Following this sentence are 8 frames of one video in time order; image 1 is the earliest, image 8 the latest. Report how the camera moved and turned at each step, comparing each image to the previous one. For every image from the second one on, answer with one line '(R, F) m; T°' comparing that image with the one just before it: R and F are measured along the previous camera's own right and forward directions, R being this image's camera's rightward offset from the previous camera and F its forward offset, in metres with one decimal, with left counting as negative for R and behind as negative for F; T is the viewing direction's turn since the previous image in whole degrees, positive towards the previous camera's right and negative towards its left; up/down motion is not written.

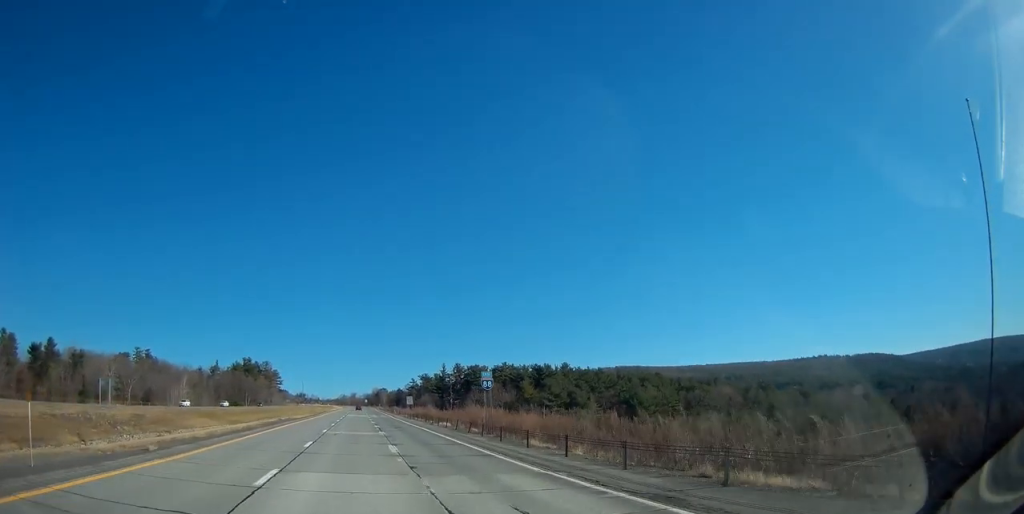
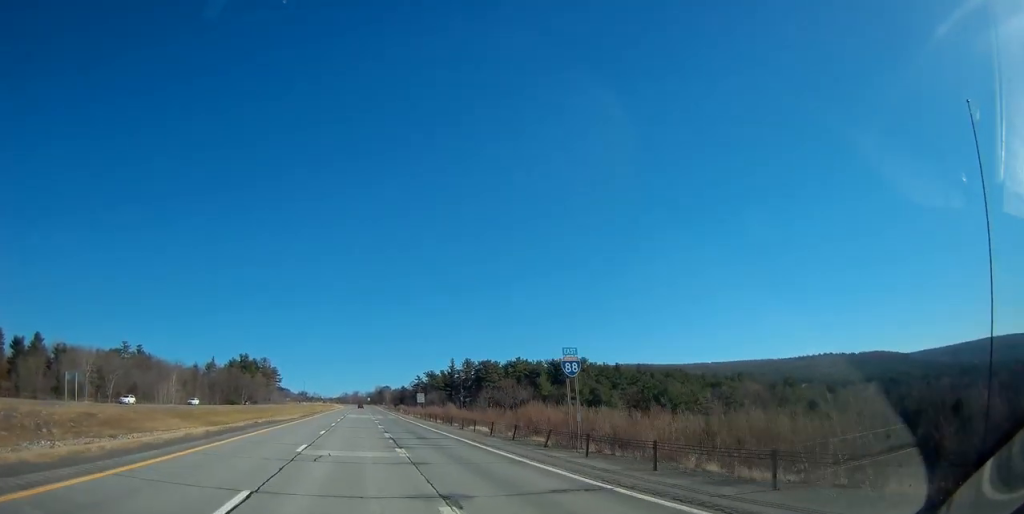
(0.0, +15.9) m; 0°
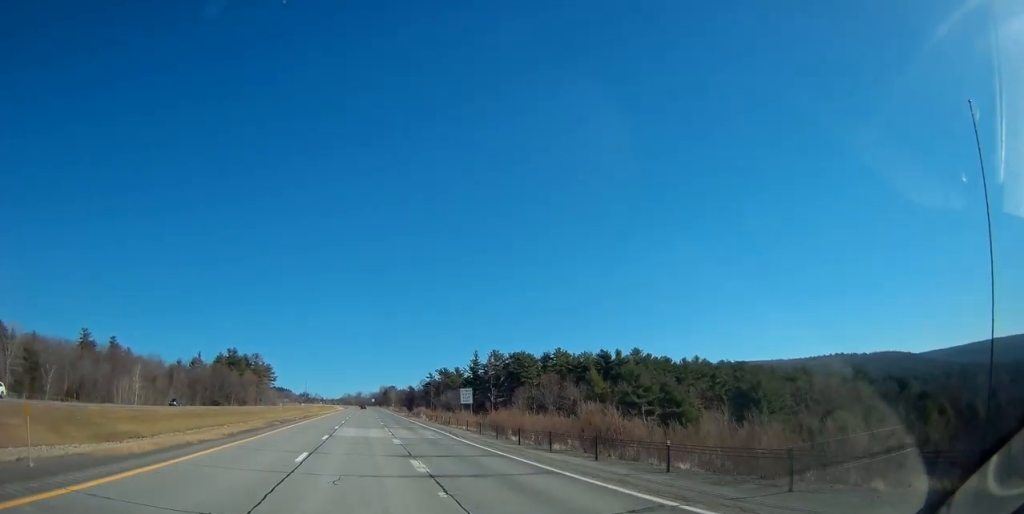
(-0.1, +38.6) m; 0°
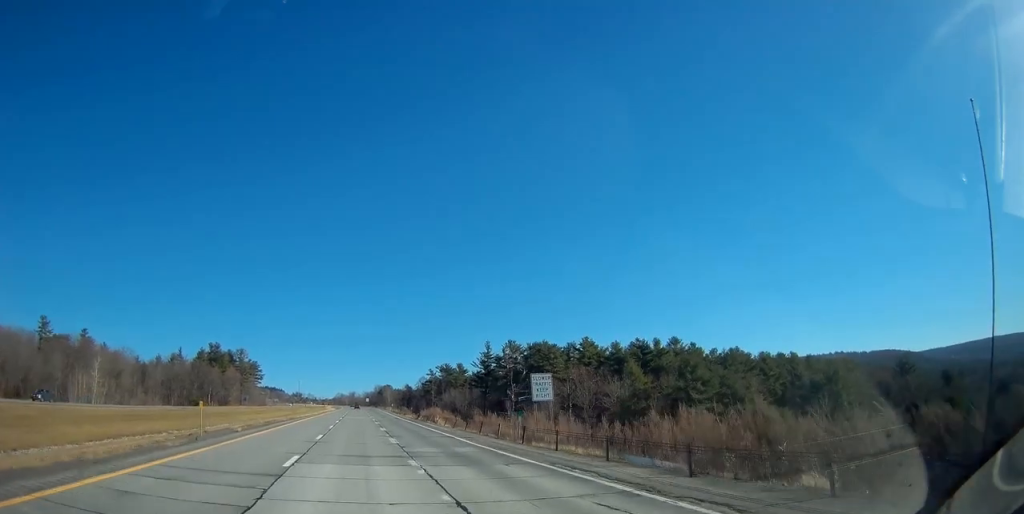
(0.0, +26.1) m; 0°
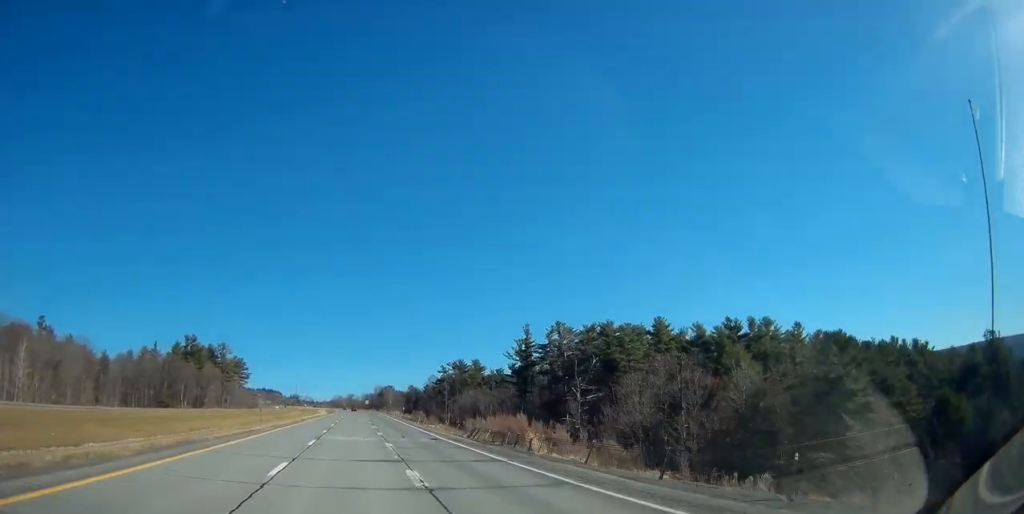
(0.0, +37.4) m; 0°
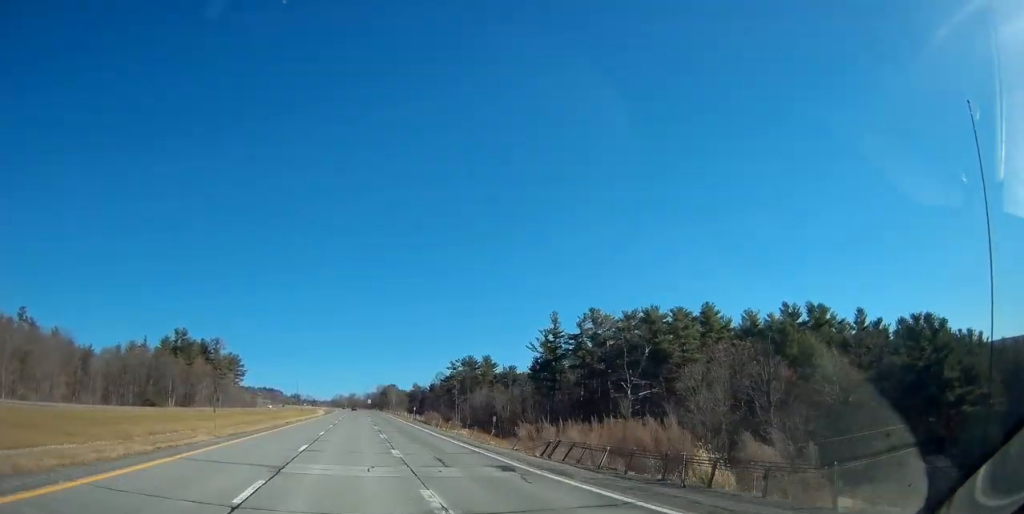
(0.0, +15.8) m; 0°
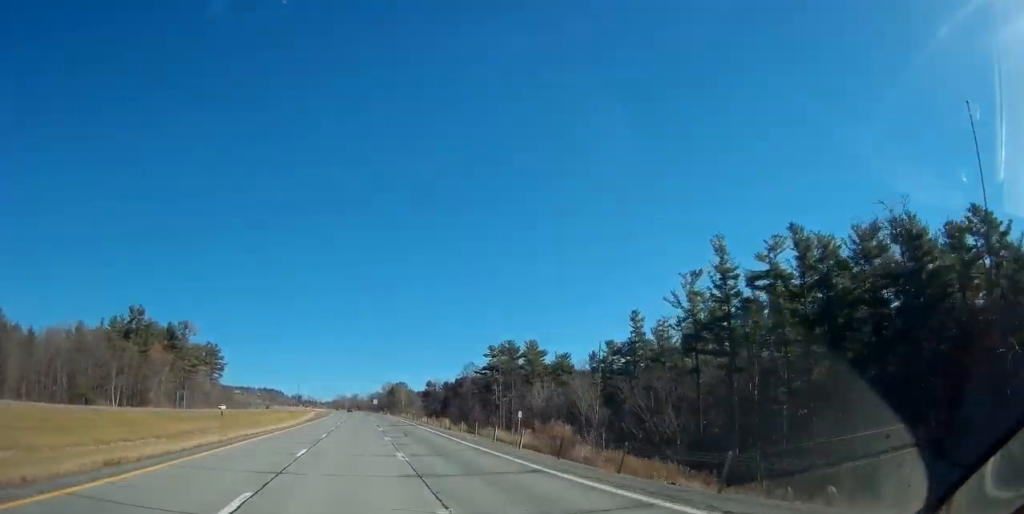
(0.0, +49.8) m; +1°
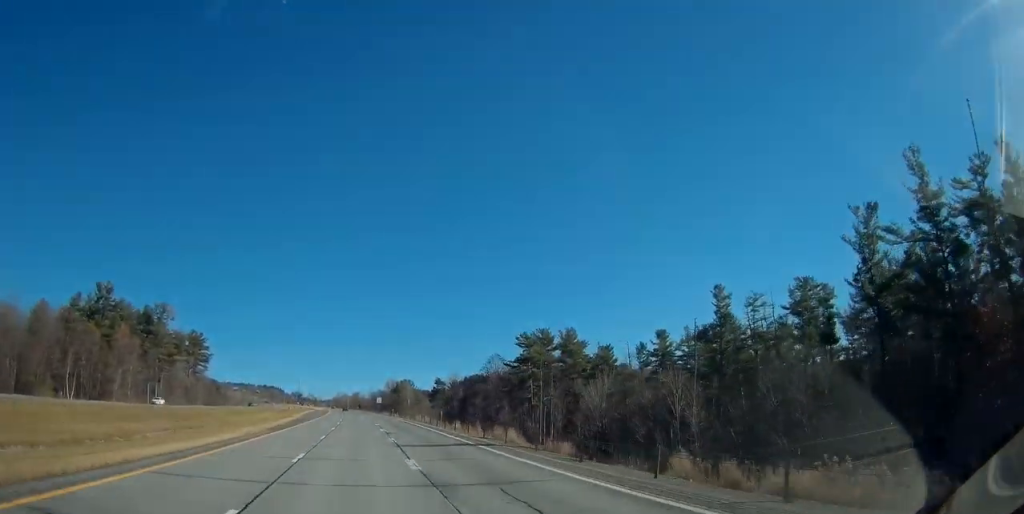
(+0.4, +26.9) m; -1°
